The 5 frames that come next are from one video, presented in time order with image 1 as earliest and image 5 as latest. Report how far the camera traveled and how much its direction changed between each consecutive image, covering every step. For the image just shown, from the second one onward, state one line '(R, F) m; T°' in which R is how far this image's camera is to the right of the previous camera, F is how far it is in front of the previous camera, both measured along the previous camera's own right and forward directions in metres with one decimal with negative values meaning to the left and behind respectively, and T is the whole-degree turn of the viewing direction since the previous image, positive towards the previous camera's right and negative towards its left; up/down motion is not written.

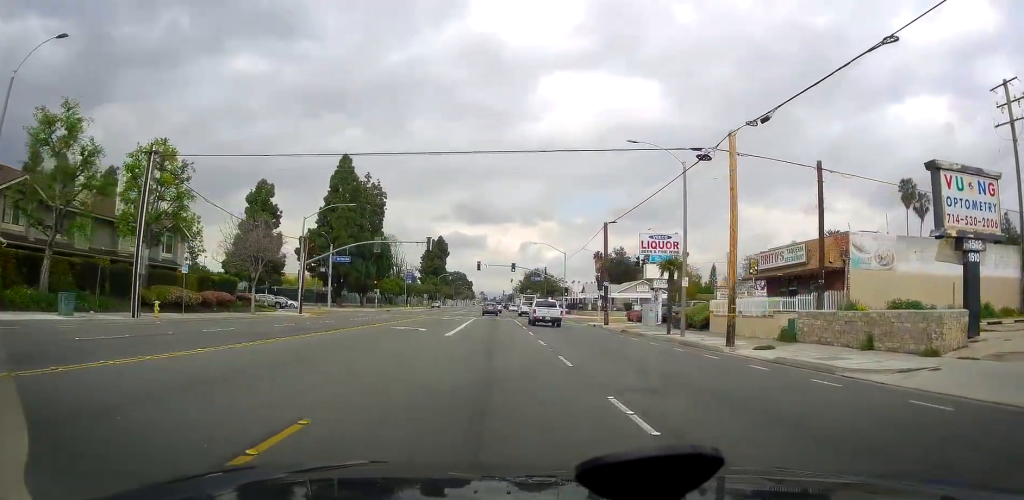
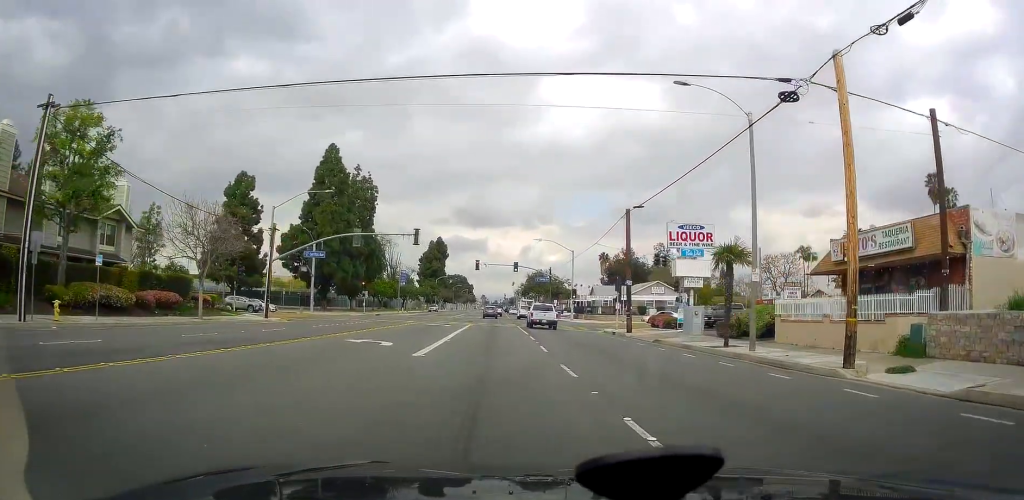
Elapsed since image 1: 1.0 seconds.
(0.0, +8.7) m; 0°
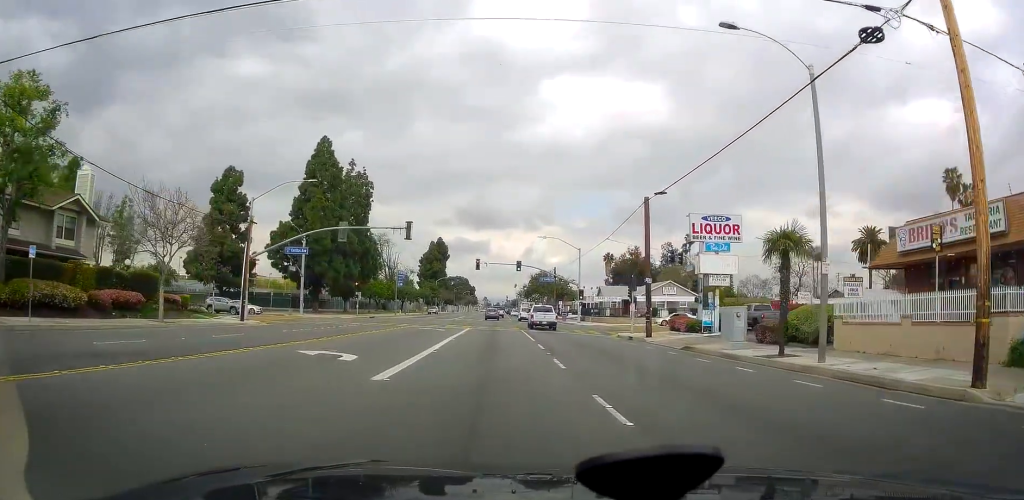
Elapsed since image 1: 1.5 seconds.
(0.0, +5.2) m; 0°
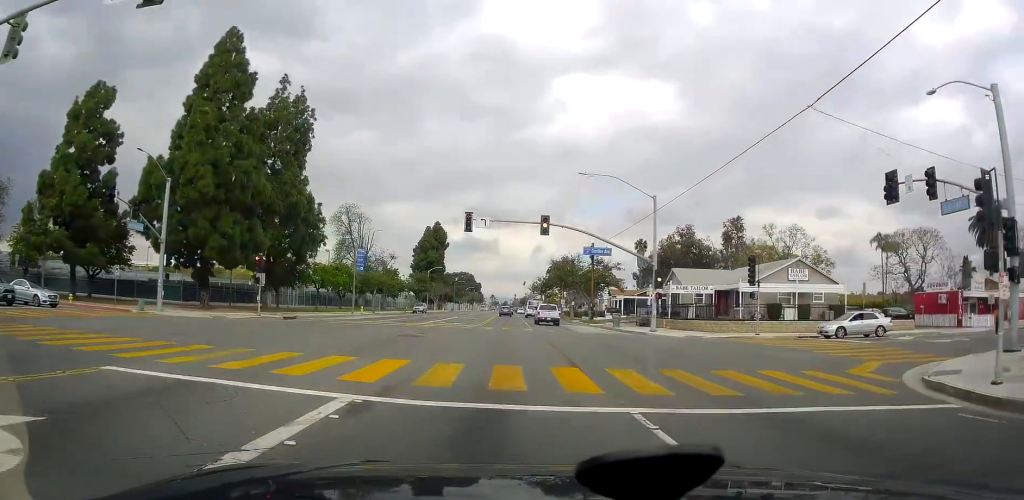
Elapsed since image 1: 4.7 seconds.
(0.0, +33.1) m; 0°
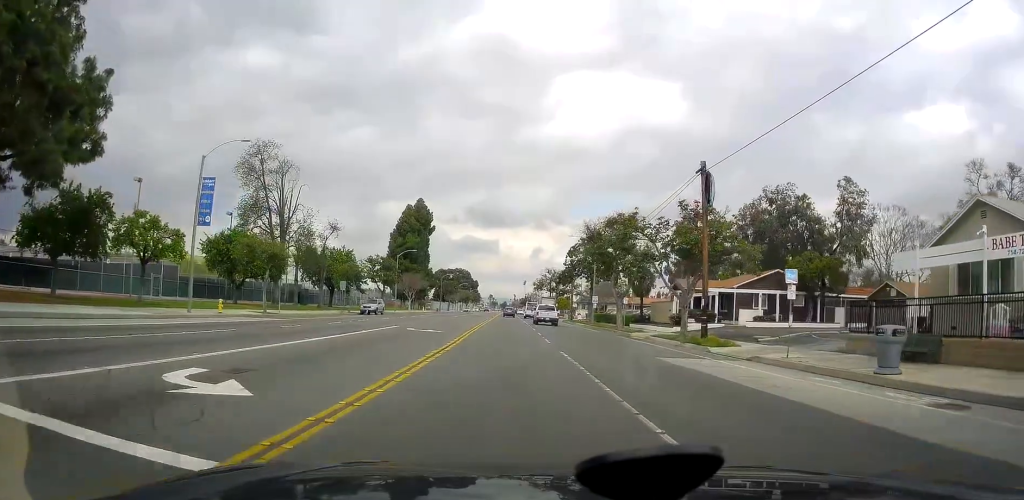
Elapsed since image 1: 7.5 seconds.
(0.0, +36.3) m; 0°
